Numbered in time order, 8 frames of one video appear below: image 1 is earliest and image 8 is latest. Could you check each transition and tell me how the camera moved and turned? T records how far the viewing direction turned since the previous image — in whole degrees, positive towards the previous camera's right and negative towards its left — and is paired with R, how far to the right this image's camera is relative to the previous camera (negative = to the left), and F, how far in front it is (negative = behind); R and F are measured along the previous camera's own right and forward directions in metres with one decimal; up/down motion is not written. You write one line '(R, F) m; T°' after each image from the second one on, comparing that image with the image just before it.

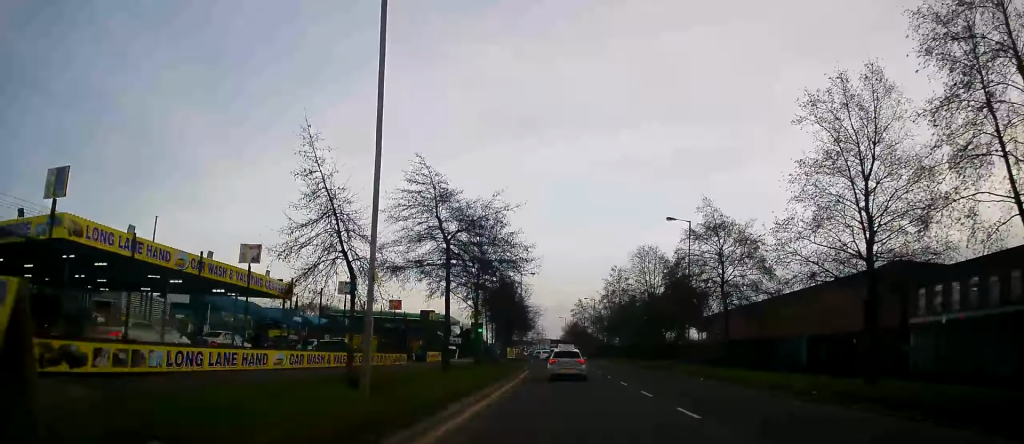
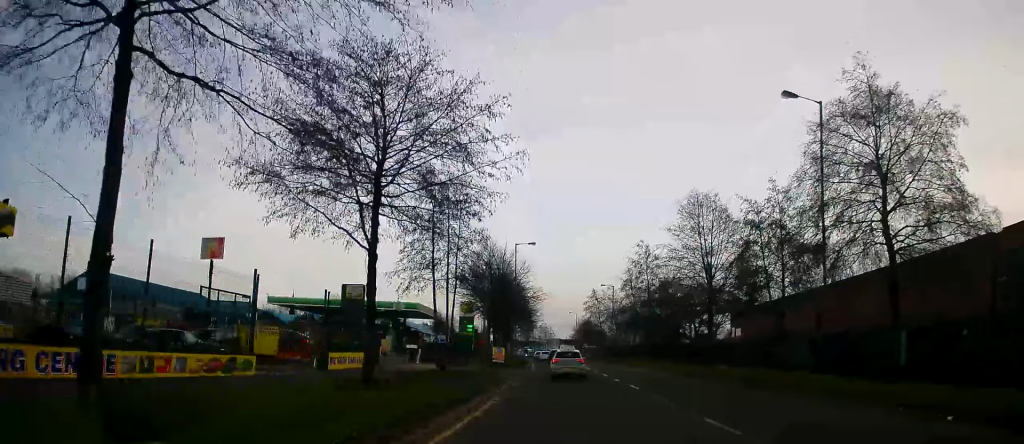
(0.0, +20.3) m; 0°
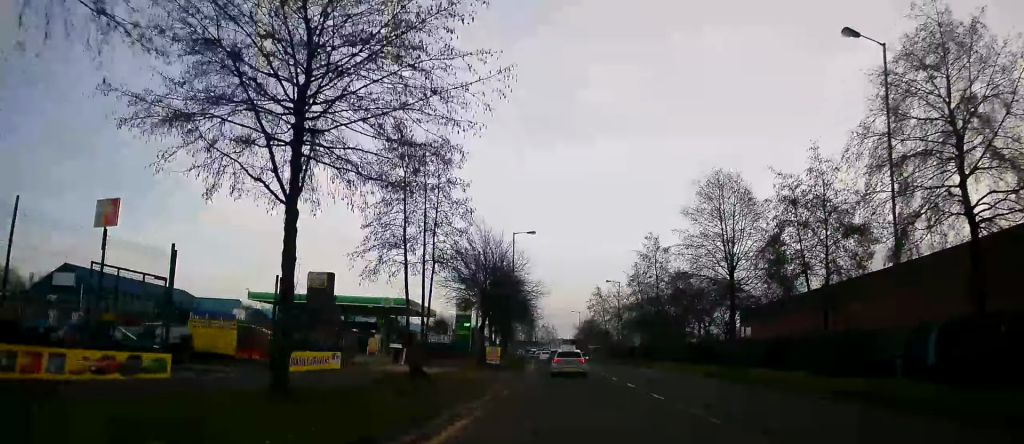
(+0.1, +4.7) m; 0°
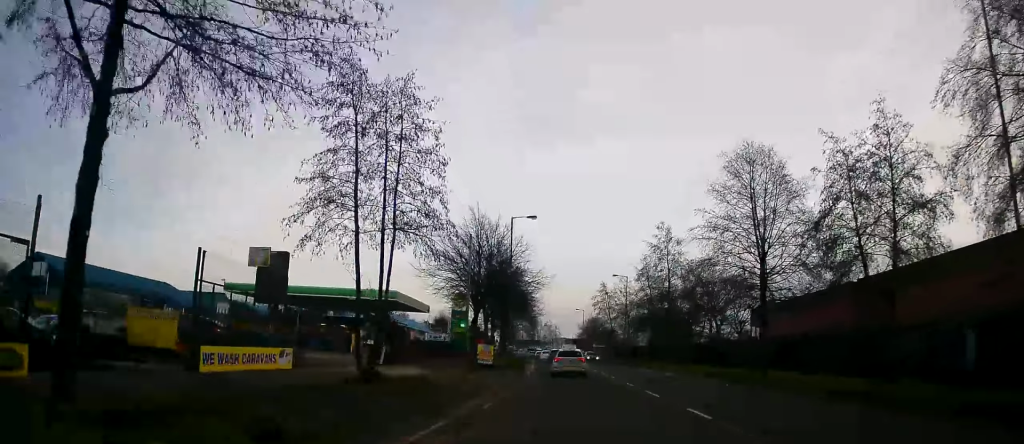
(-0.1, +5.0) m; -1°
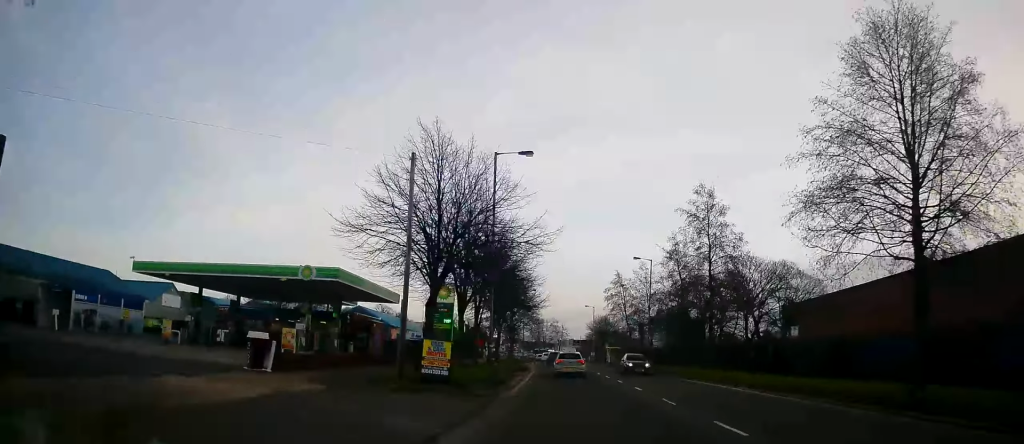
(-0.3, +13.8) m; -1°
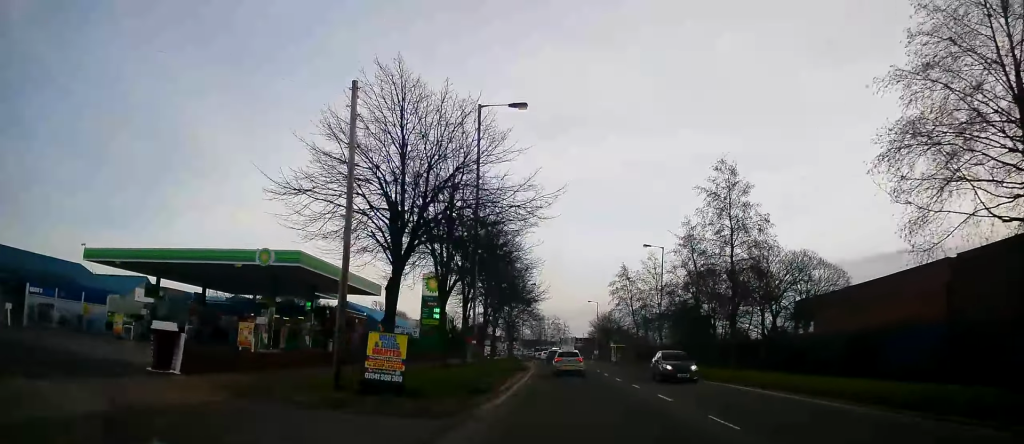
(0.0, +5.5) m; 0°
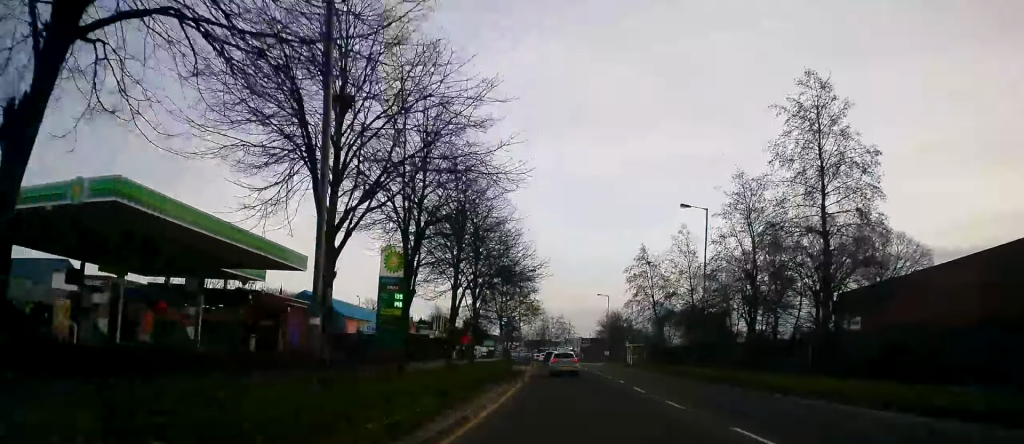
(0.0, +13.8) m; 0°
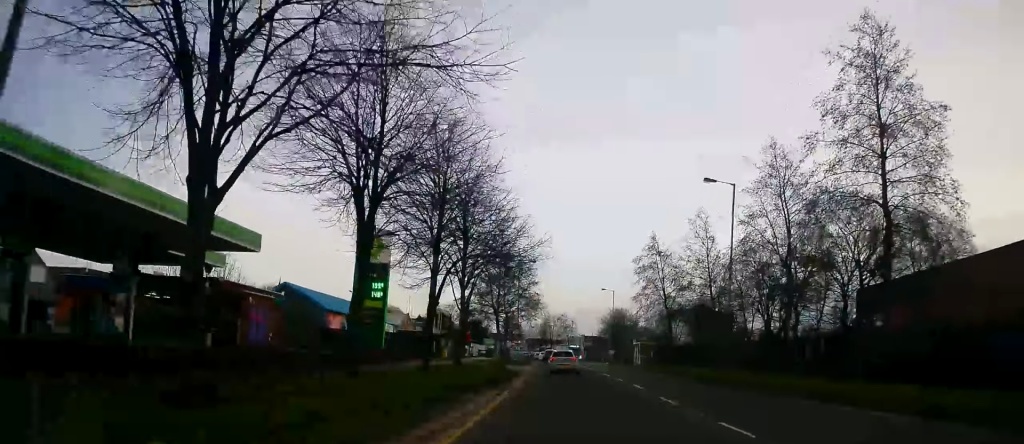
(0.0, +5.1) m; 0°
